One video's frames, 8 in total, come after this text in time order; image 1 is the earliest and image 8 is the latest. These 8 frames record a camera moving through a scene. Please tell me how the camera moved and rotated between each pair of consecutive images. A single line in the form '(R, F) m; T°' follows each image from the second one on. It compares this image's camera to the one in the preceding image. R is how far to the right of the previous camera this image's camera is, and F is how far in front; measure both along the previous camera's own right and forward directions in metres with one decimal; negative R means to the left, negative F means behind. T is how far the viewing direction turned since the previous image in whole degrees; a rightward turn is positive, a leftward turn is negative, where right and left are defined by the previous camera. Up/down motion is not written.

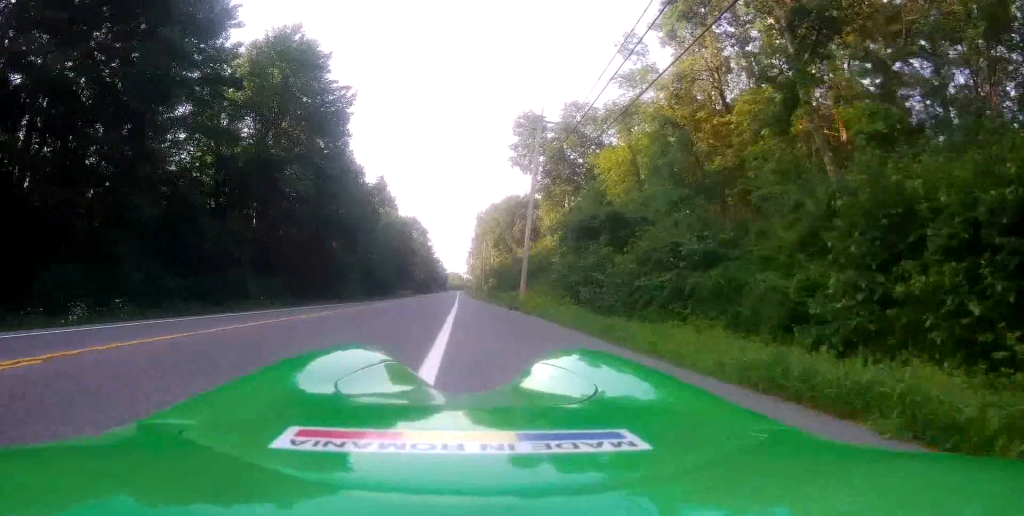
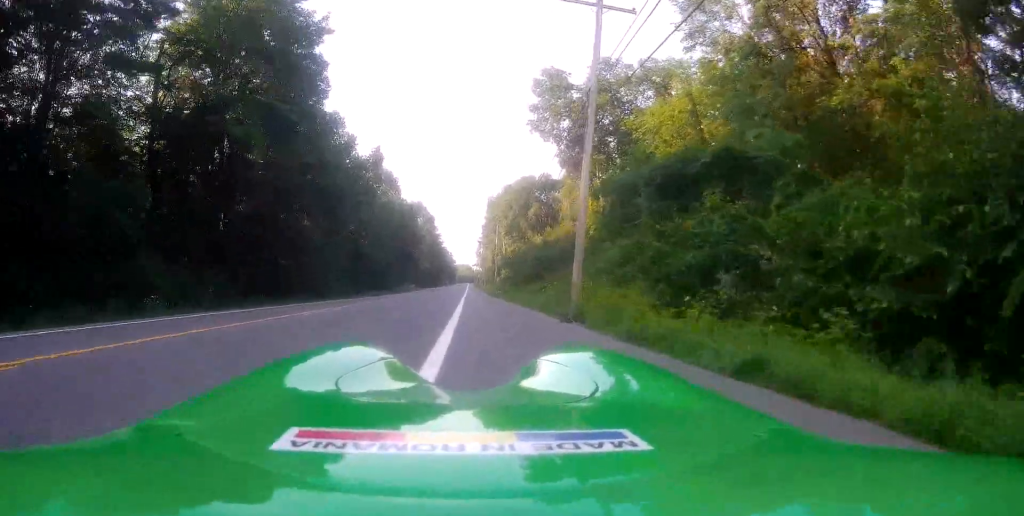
(+0.8, +12.3) m; +4°
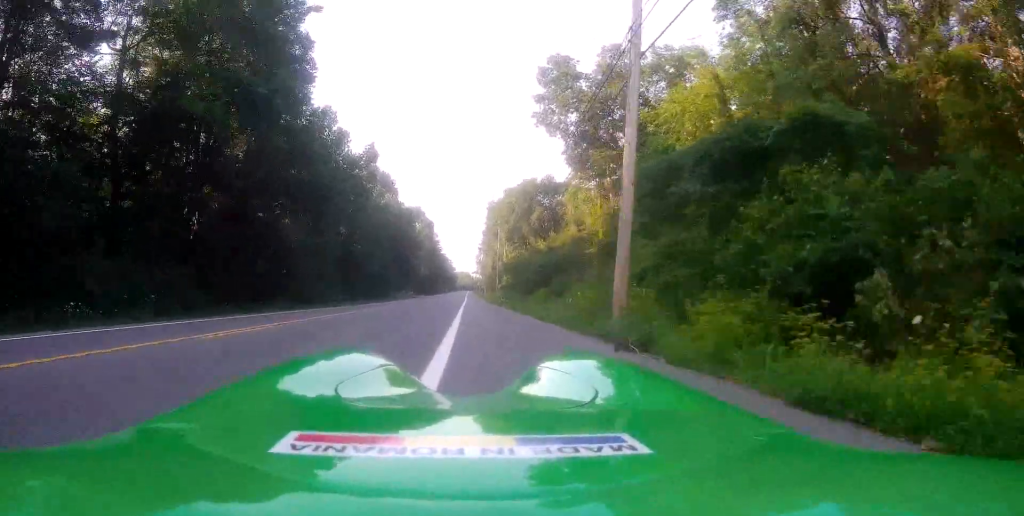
(+0.2, +4.7) m; 0°
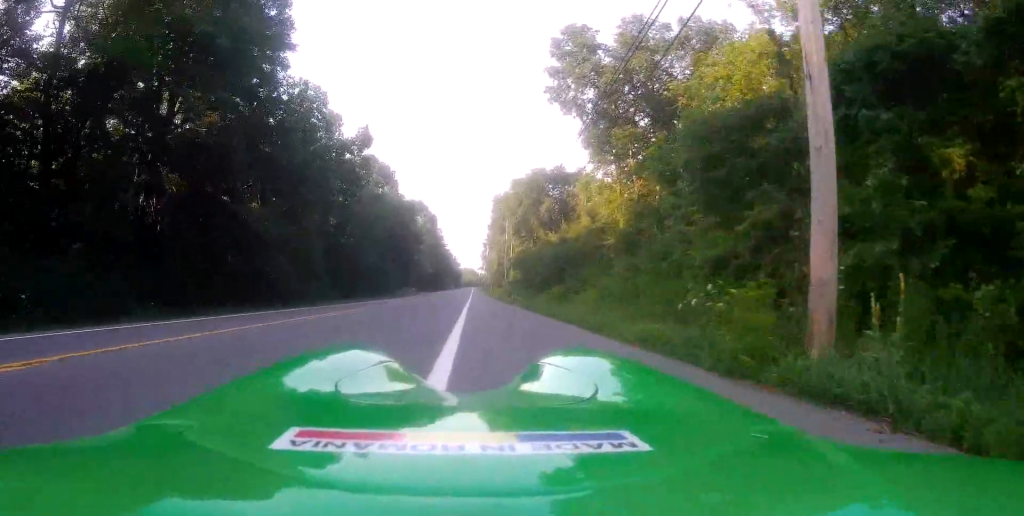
(-0.3, +7.1) m; -2°
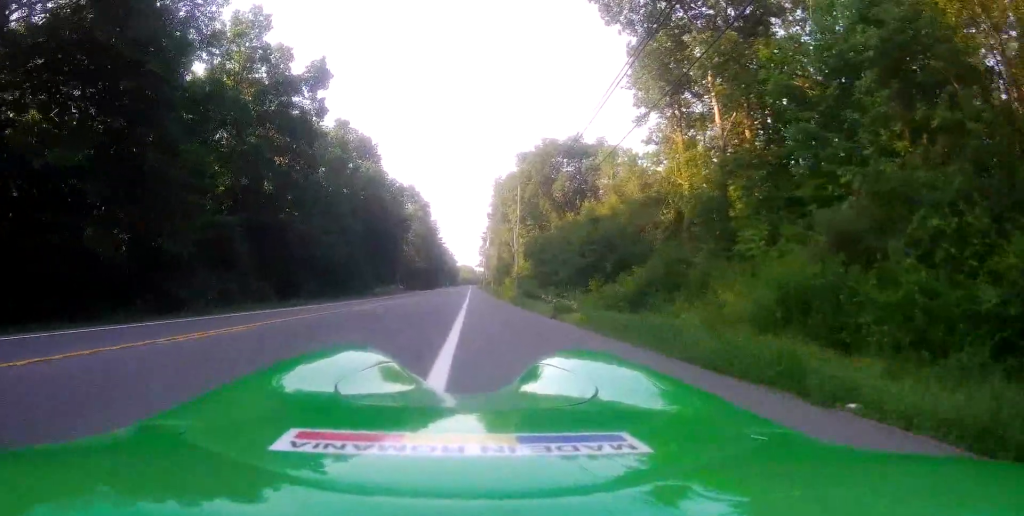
(-0.7, +18.0) m; -3°
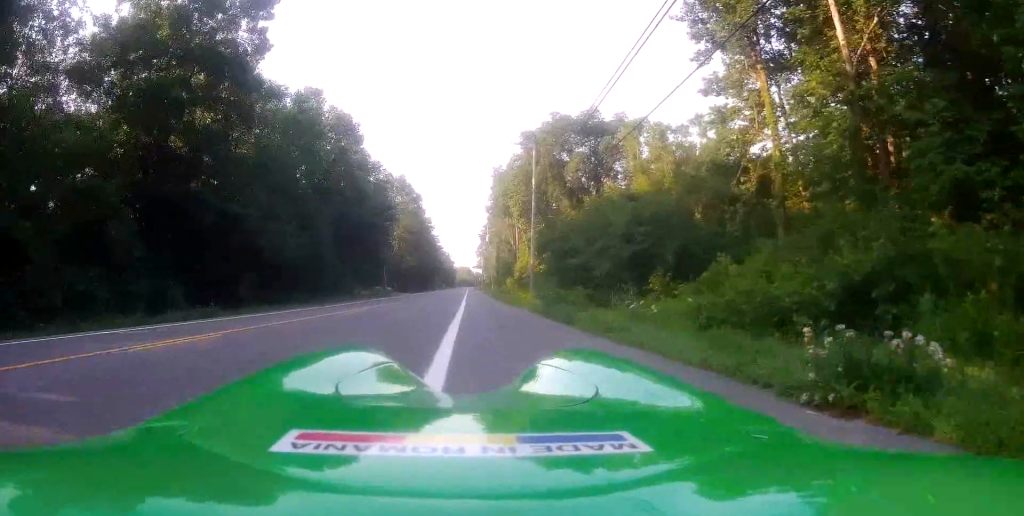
(+0.2, +12.9) m; 0°
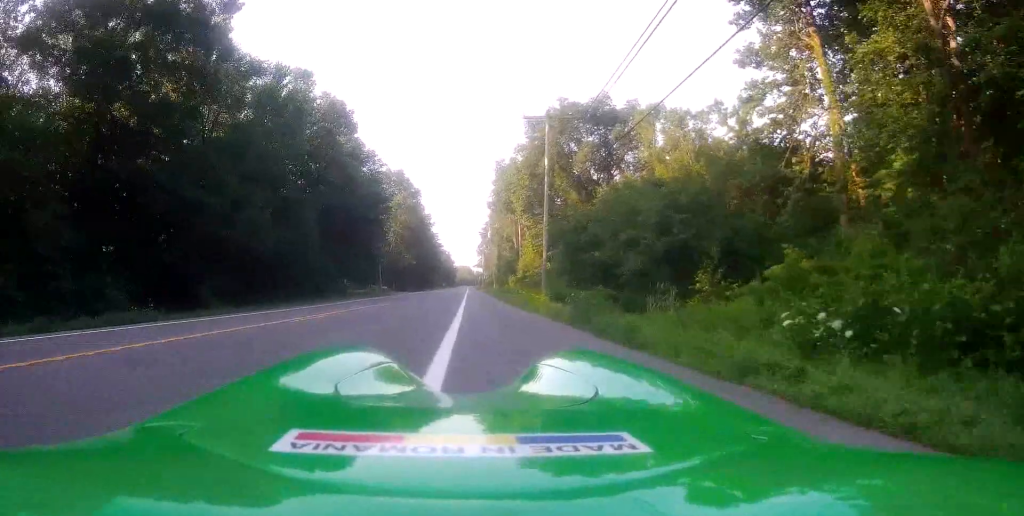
(-0.2, +5.1) m; 0°
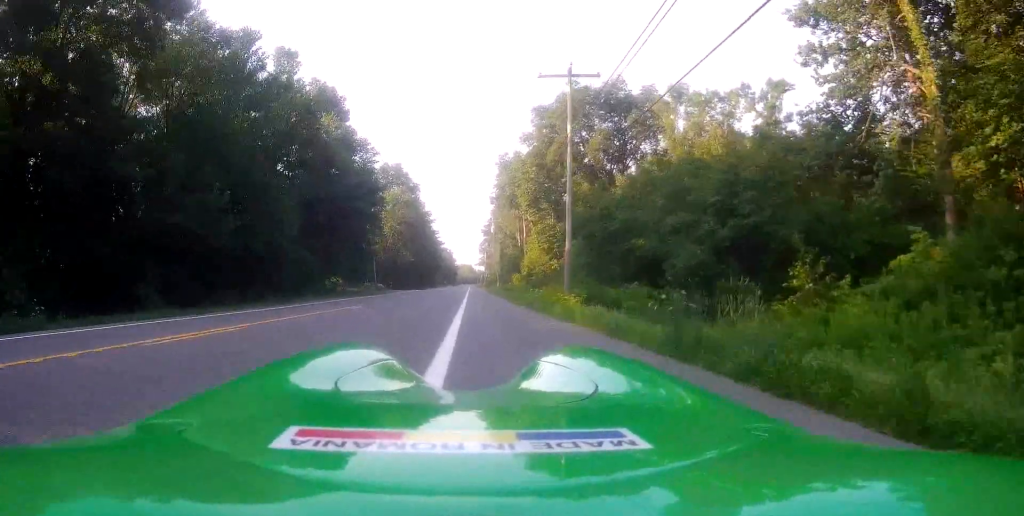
(-0.1, +5.9) m; 0°
